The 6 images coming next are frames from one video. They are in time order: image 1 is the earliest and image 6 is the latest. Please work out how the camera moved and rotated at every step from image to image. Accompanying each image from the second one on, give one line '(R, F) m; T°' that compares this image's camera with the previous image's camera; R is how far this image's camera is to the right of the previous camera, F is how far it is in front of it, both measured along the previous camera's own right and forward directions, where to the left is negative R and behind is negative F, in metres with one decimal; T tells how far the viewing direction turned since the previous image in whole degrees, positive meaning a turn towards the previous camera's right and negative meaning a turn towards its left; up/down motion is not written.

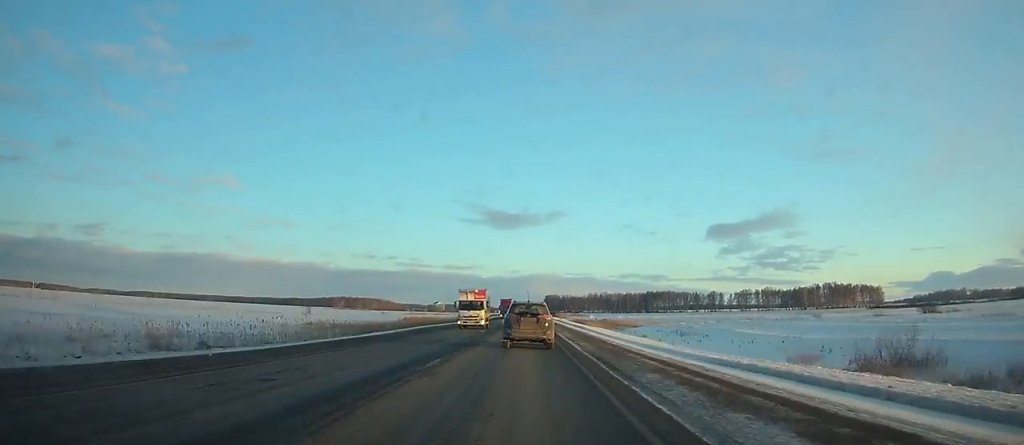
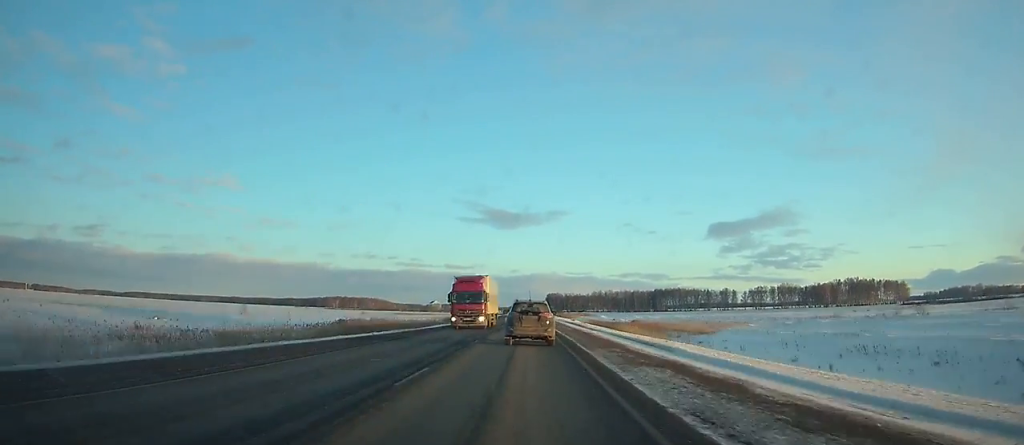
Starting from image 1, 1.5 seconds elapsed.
(-0.1, +39.6) m; 0°
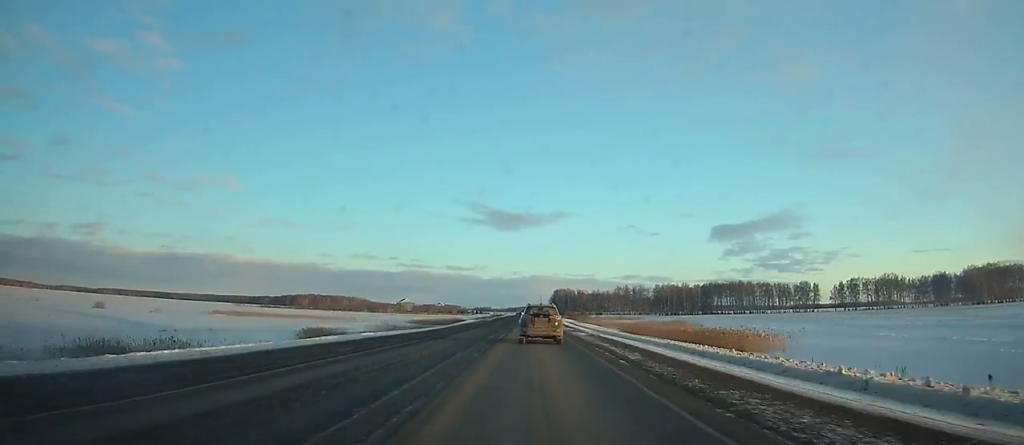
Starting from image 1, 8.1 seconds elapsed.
(0.0, +172.9) m; 0°
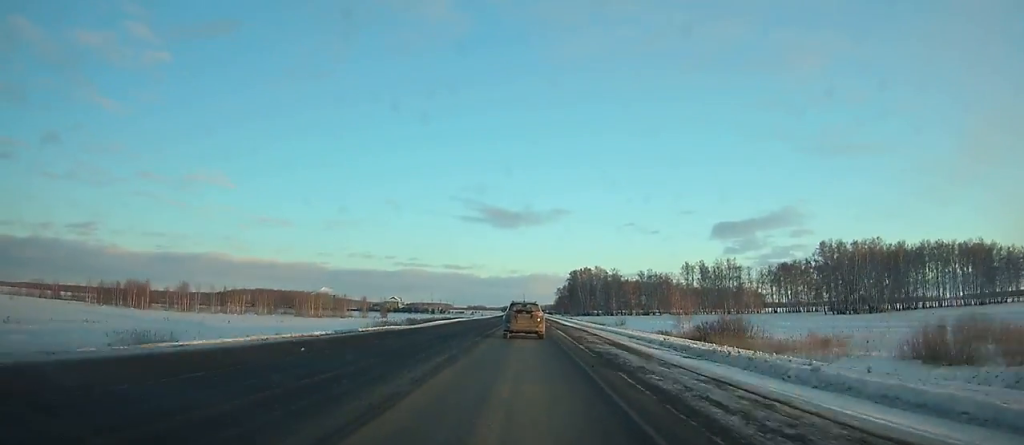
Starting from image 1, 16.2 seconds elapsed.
(+0.8, +216.9) m; 0°
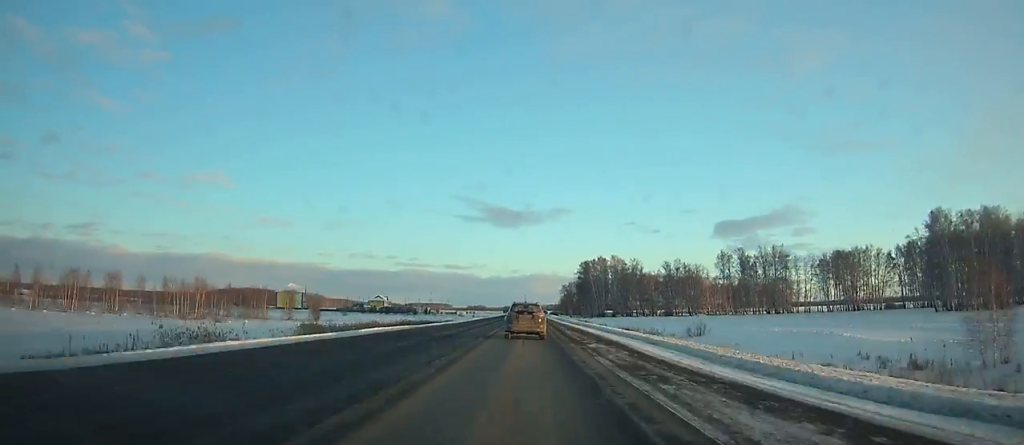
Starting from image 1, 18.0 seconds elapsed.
(-0.1, +48.5) m; 0°
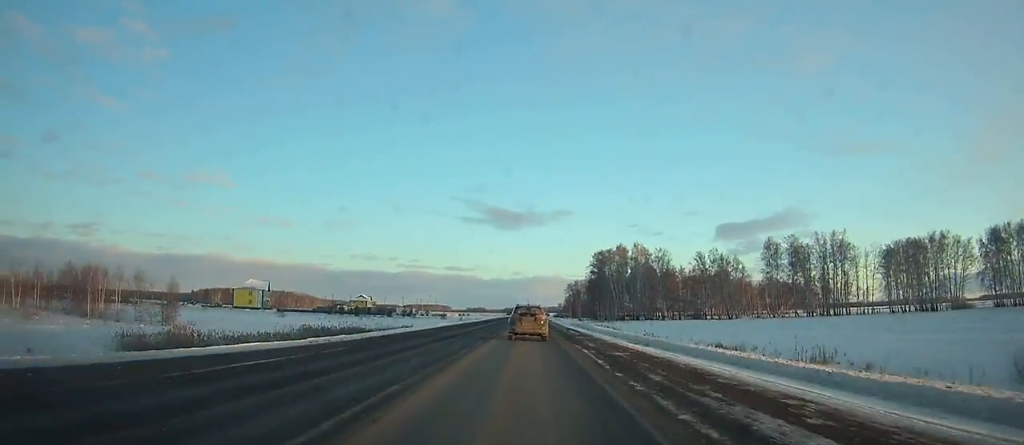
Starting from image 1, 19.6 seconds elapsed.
(0.0, +43.1) m; 0°
